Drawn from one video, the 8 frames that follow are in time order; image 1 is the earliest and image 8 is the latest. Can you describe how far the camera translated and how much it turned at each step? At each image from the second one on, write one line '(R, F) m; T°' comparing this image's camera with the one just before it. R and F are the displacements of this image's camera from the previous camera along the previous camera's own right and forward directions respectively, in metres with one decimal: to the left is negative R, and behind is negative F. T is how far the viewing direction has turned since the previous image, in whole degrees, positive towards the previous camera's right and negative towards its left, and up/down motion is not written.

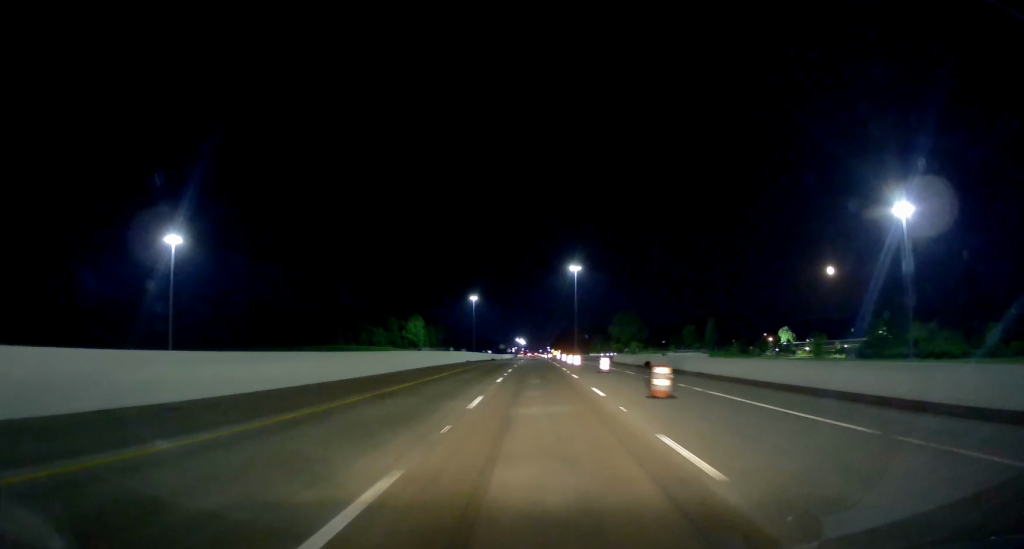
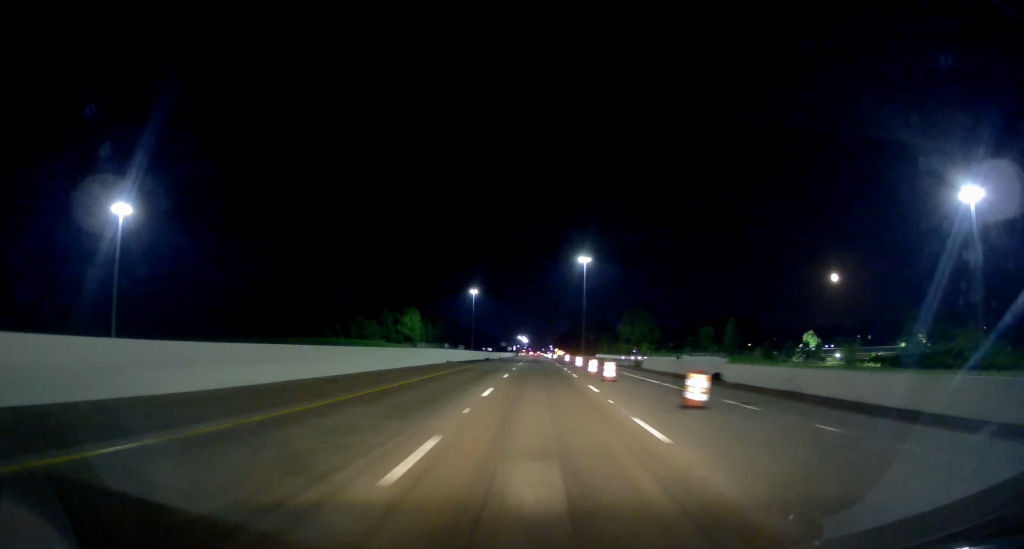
(+0.2, +21.1) m; 0°
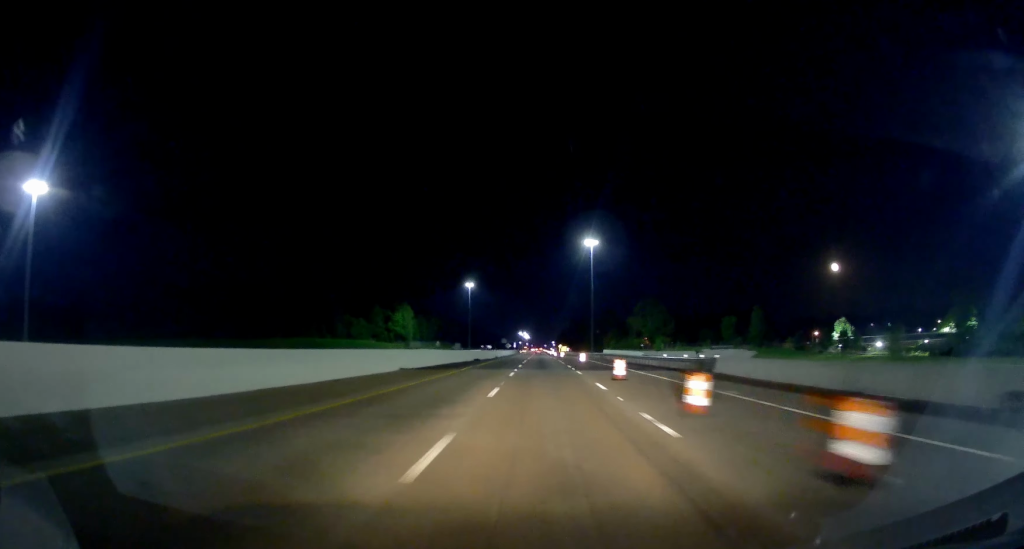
(-0.4, +24.1) m; 0°
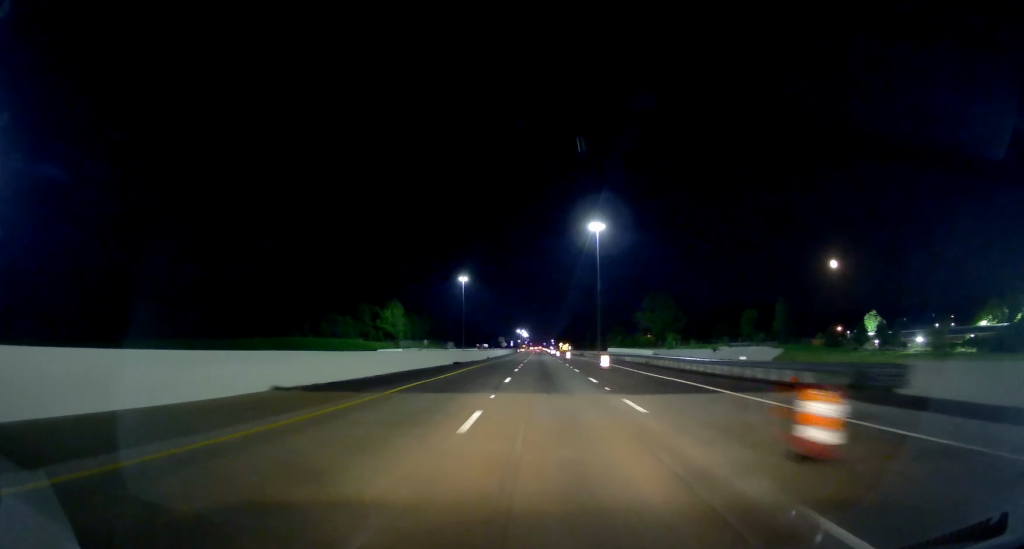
(+0.3, +21.0) m; 0°
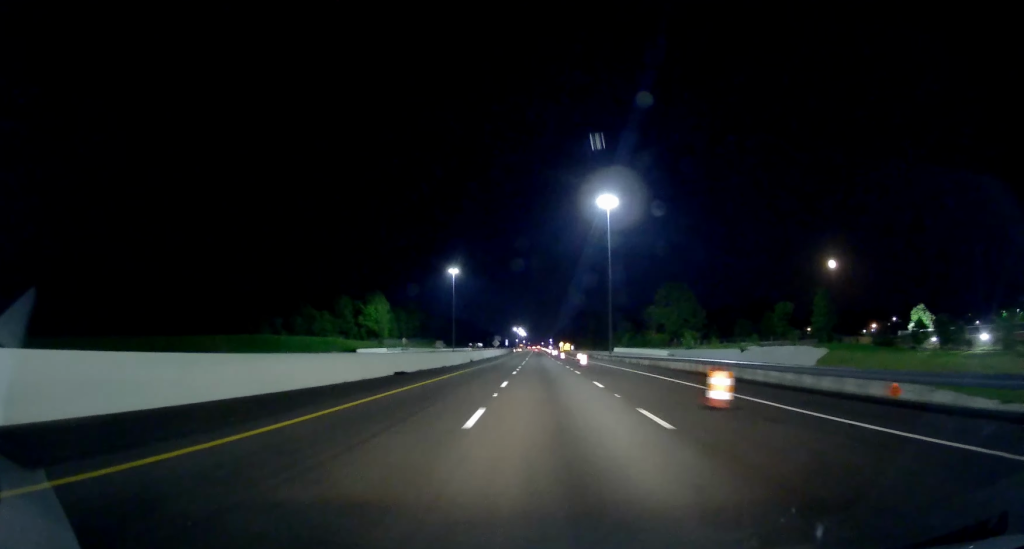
(-0.2, +27.1) m; 0°
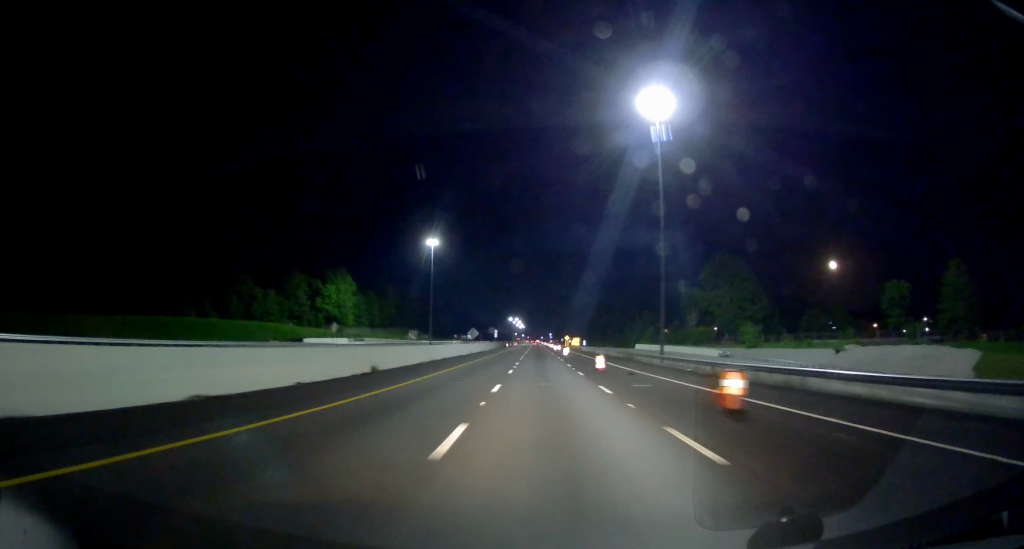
(+0.1, +52.7) m; 0°
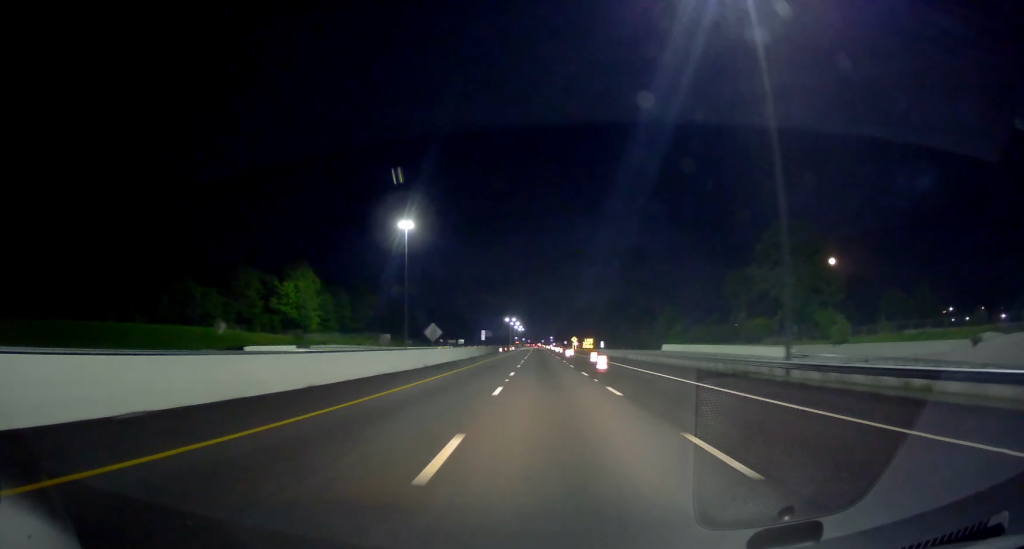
(0.0, +37.5) m; 0°
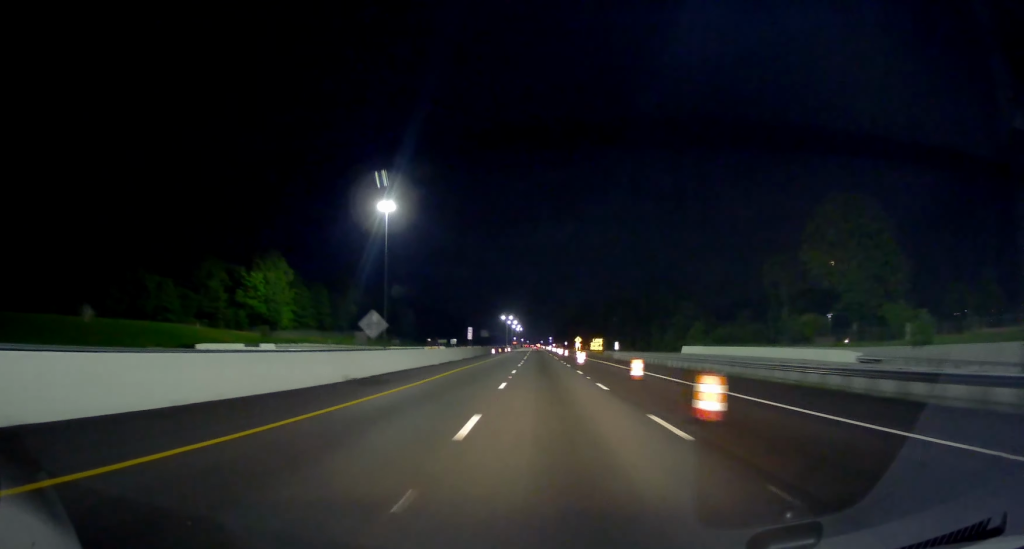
(-0.1, +20.7) m; 0°
